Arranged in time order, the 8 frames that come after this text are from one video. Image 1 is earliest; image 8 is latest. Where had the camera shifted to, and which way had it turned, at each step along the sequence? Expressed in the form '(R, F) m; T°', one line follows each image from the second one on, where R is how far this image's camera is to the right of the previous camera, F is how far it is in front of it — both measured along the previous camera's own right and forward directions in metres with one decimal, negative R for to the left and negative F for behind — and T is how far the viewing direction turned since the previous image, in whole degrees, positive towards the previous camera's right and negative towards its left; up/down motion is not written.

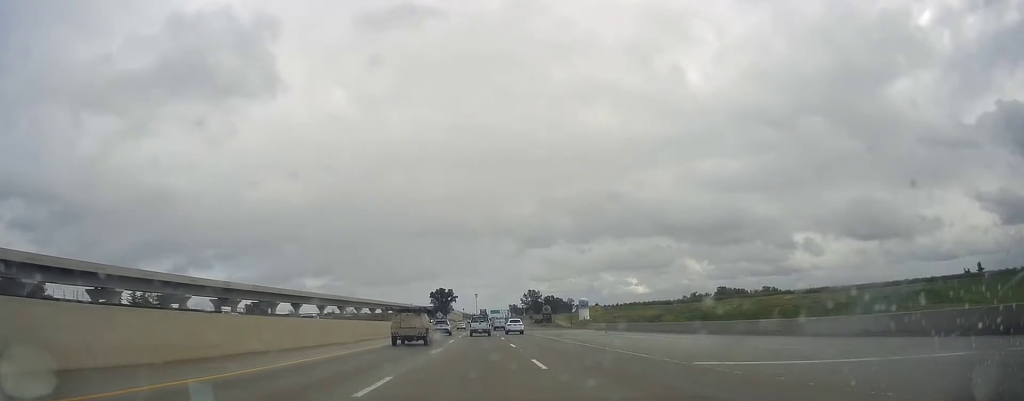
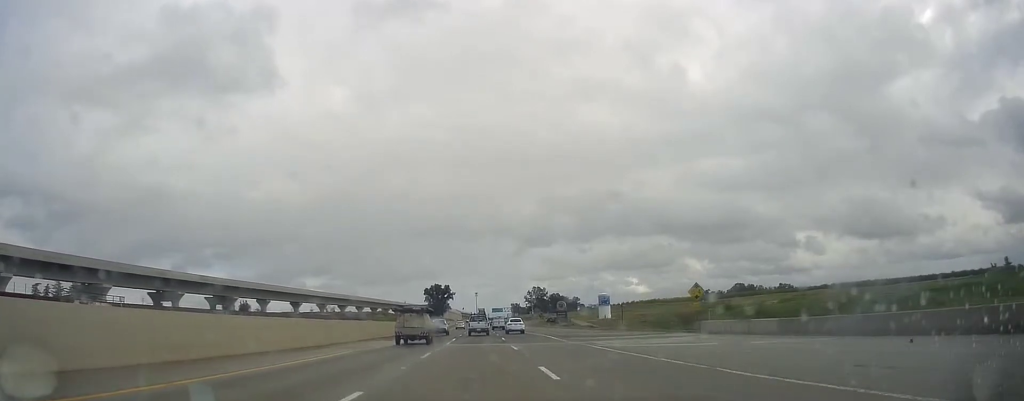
(+0.3, +45.6) m; +1°
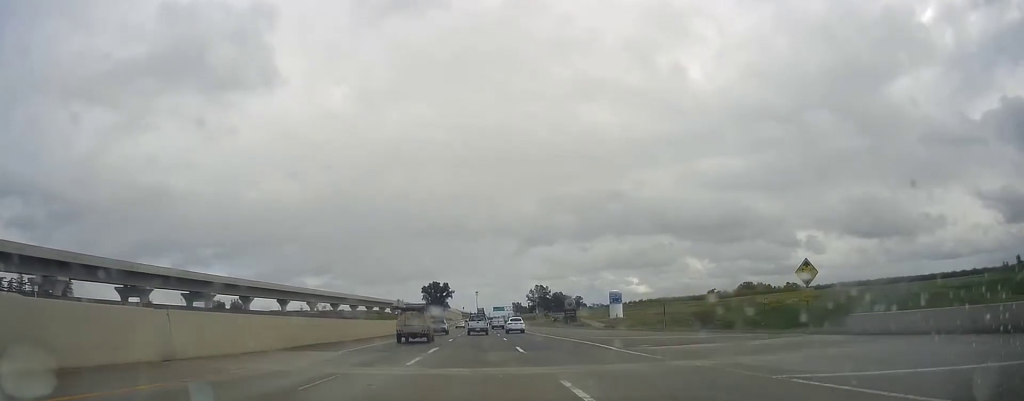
(+0.2, +19.0) m; 0°
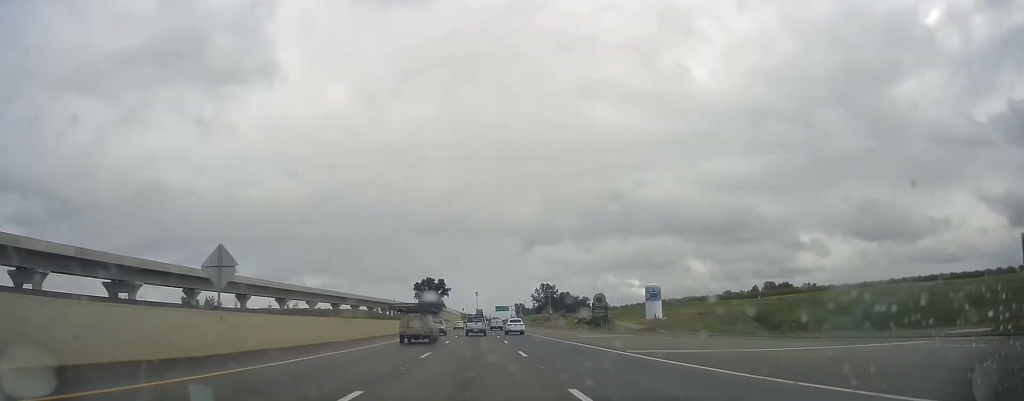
(-0.5, +47.0) m; 0°
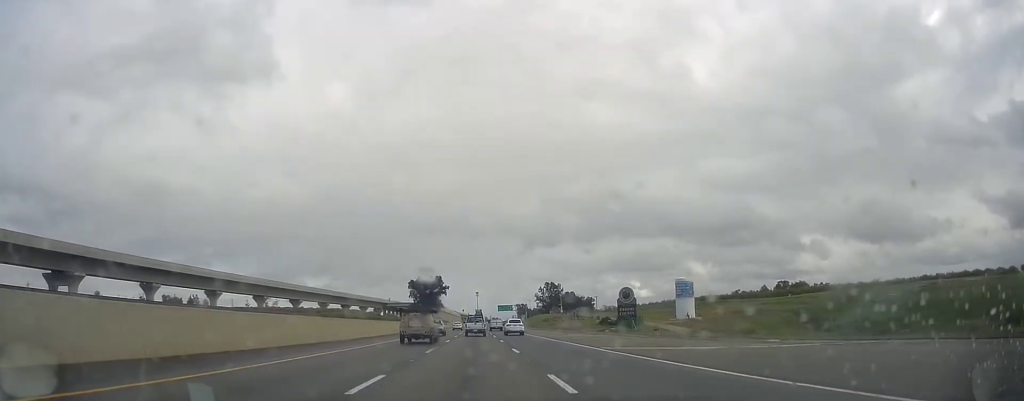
(+0.4, +25.8) m; 0°
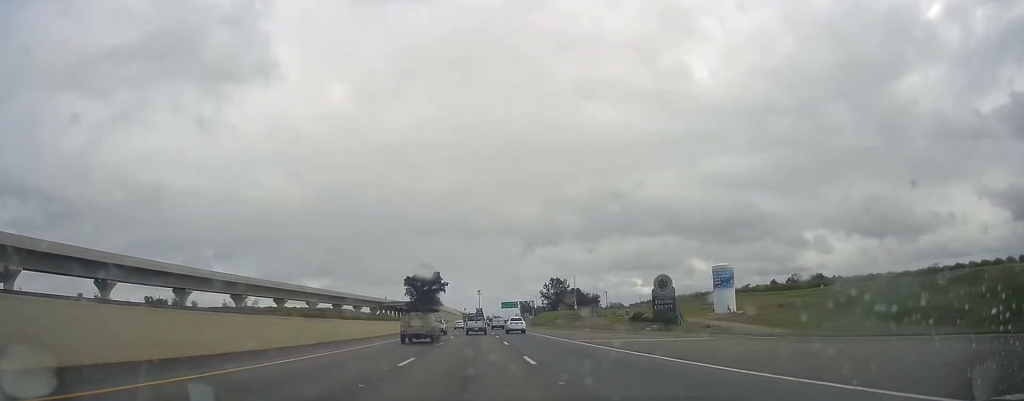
(-0.1, +23.6) m; 0°
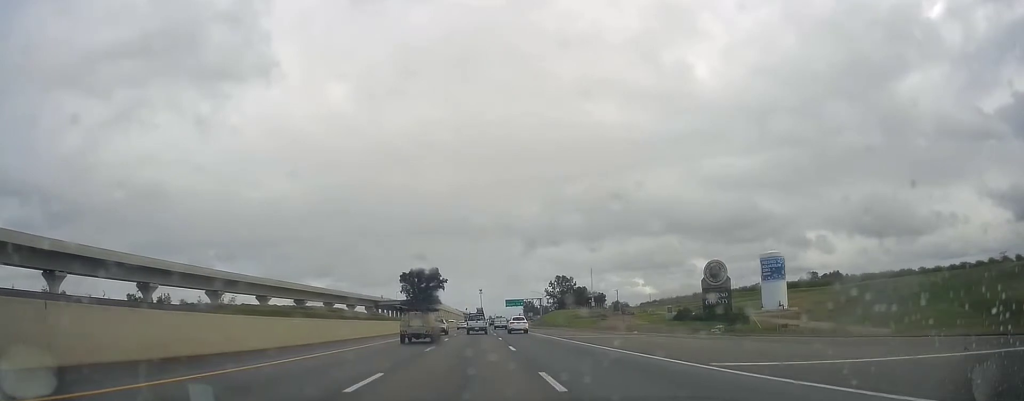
(-0.5, +21.4) m; 0°
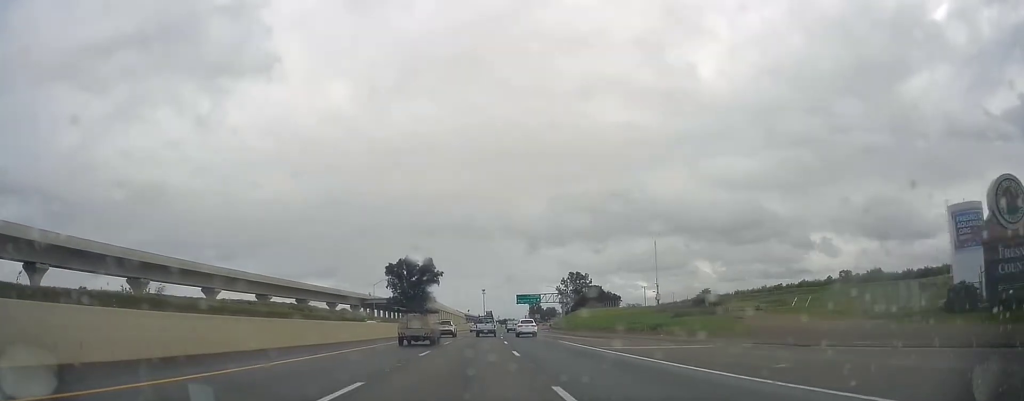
(+0.9, +47.8) m; +1°
